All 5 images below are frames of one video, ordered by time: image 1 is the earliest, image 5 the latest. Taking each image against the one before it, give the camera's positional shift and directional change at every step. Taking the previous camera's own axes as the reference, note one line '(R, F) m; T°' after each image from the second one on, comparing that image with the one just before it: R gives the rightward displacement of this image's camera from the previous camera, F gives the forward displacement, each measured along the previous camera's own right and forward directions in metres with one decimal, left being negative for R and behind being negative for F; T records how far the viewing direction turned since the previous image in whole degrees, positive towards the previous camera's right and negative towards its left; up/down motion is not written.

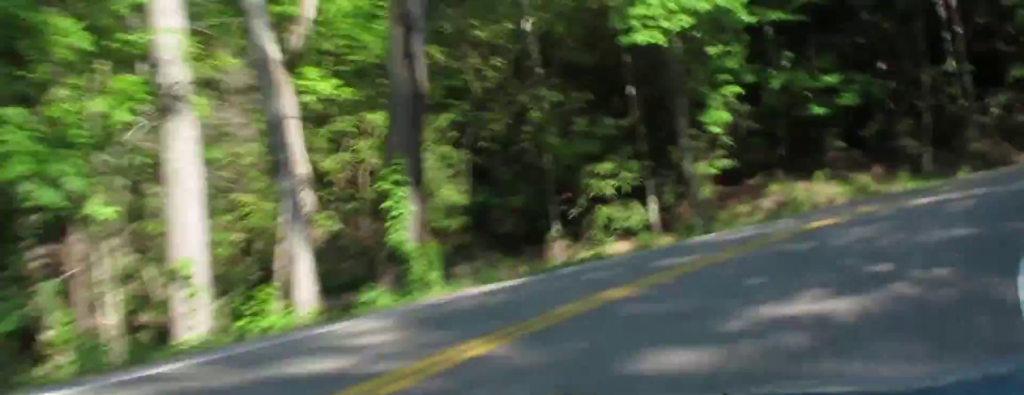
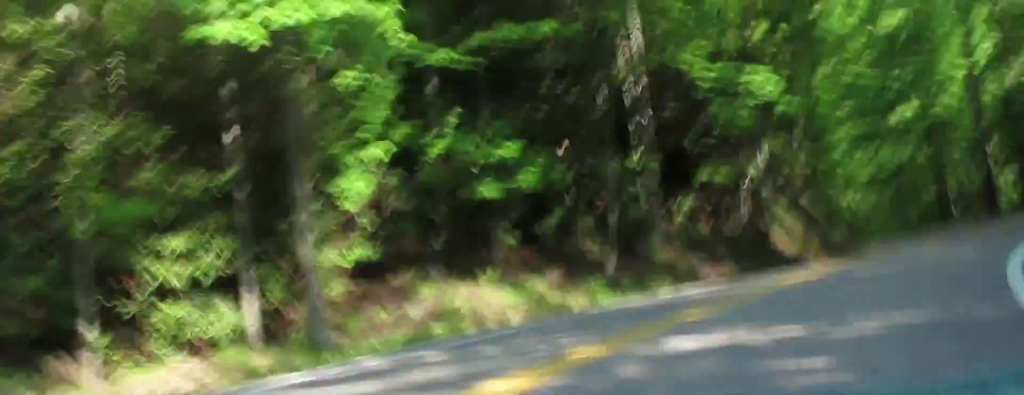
(+3.5, +12.1) m; +5°
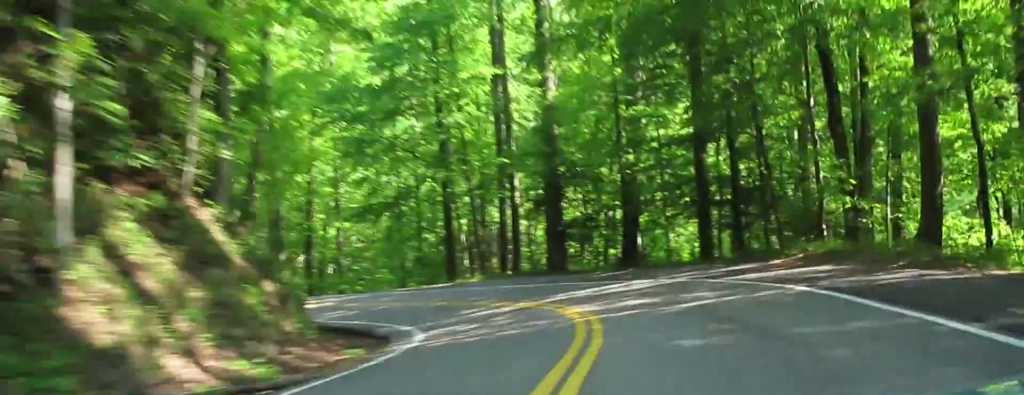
(-10.0, +30.9) m; -37°
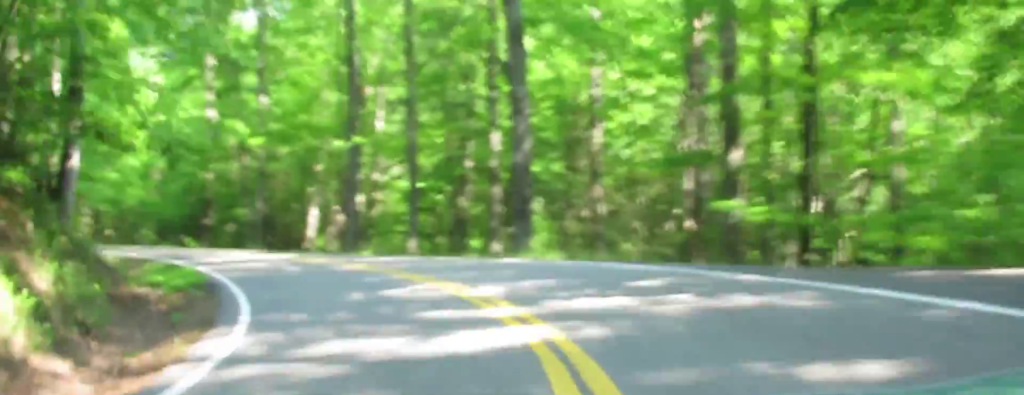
(-26.5, +46.9) m; -42°
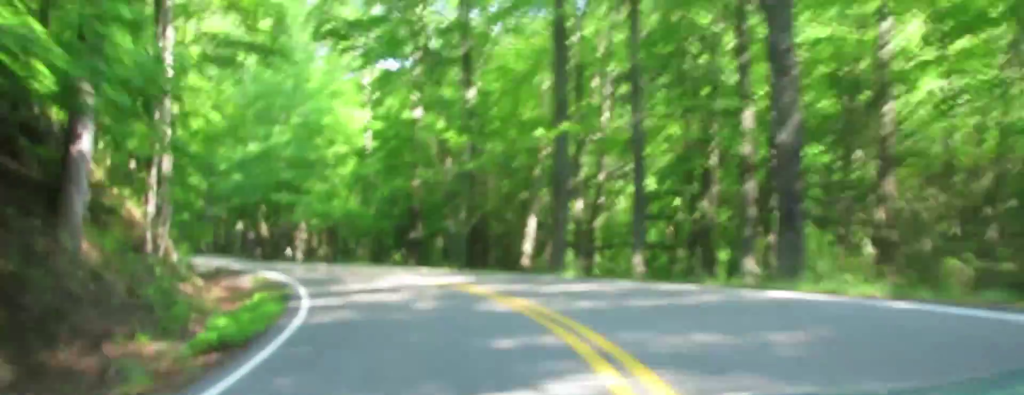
(-0.1, +13.7) m; -2°
